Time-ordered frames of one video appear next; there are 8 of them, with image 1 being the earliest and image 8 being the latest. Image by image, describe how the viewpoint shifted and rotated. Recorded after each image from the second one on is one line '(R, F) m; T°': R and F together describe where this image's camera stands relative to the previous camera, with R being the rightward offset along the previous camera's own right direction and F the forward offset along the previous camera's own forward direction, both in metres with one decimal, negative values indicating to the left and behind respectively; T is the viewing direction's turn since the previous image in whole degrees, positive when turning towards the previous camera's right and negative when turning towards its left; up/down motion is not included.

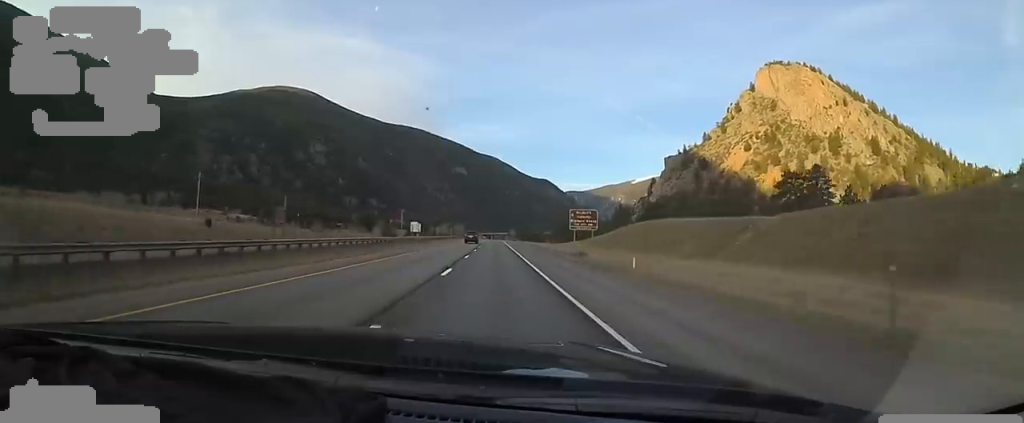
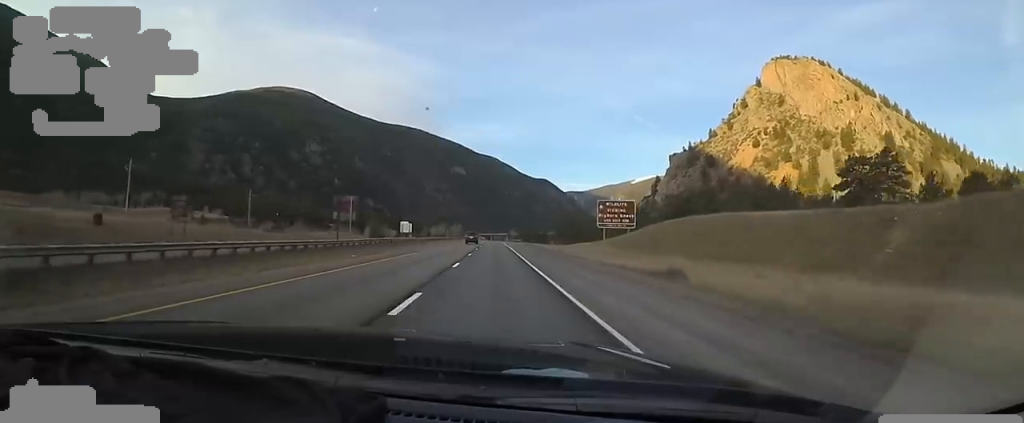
(+0.5, +19.8) m; 0°
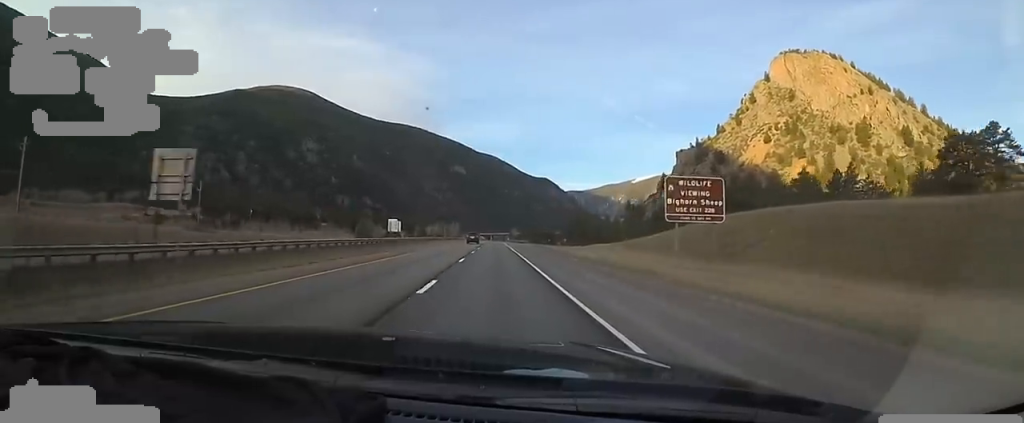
(0.0, +20.8) m; 0°
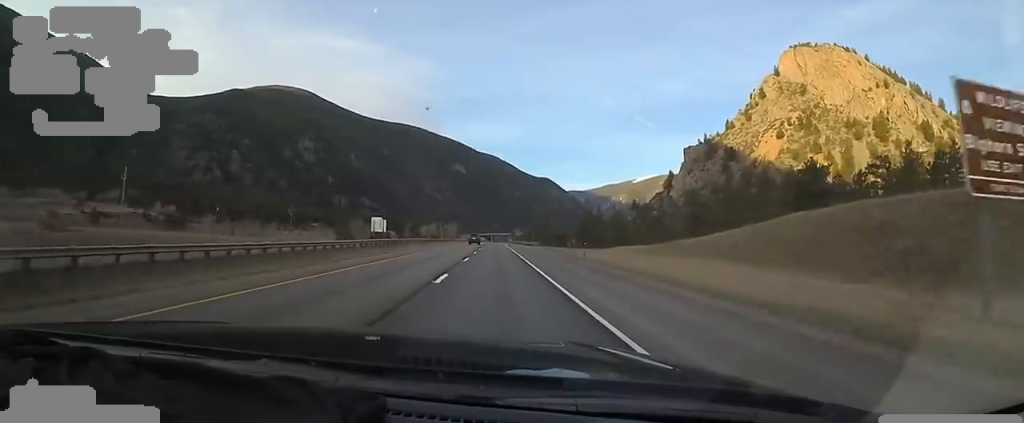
(-0.5, +21.9) m; 0°
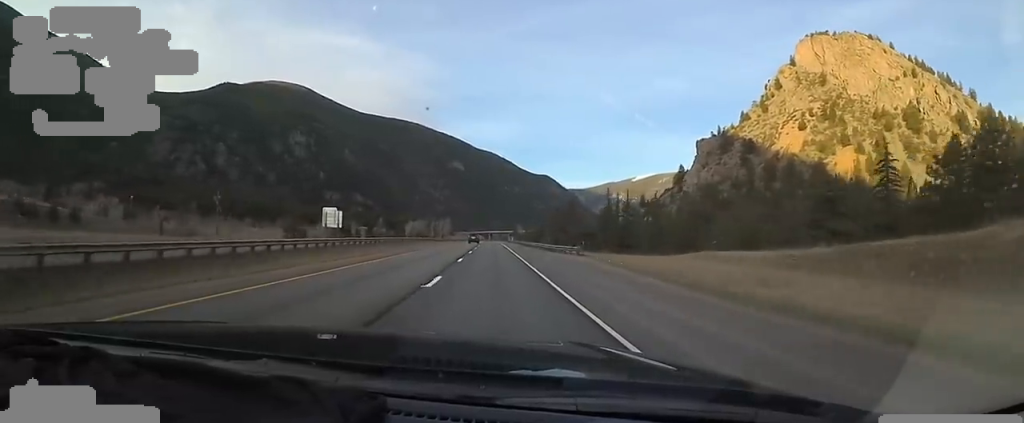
(+0.6, +37.5) m; 0°
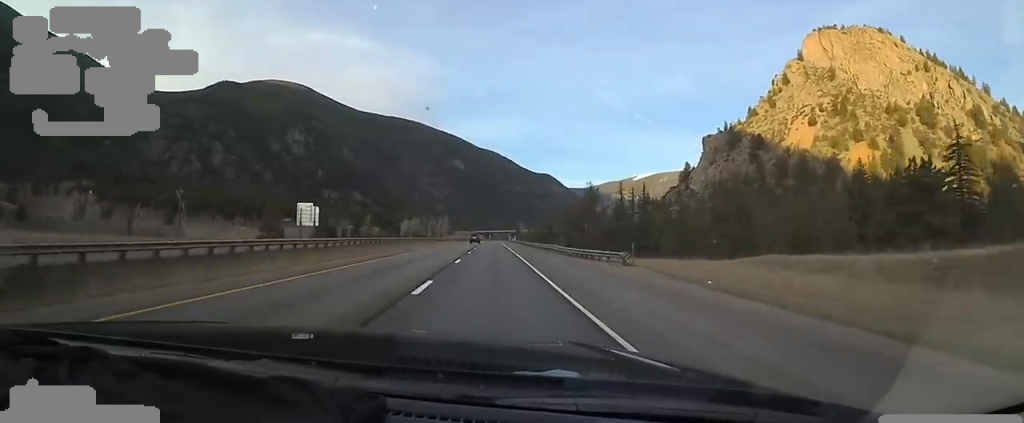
(-0.3, +13.6) m; -1°
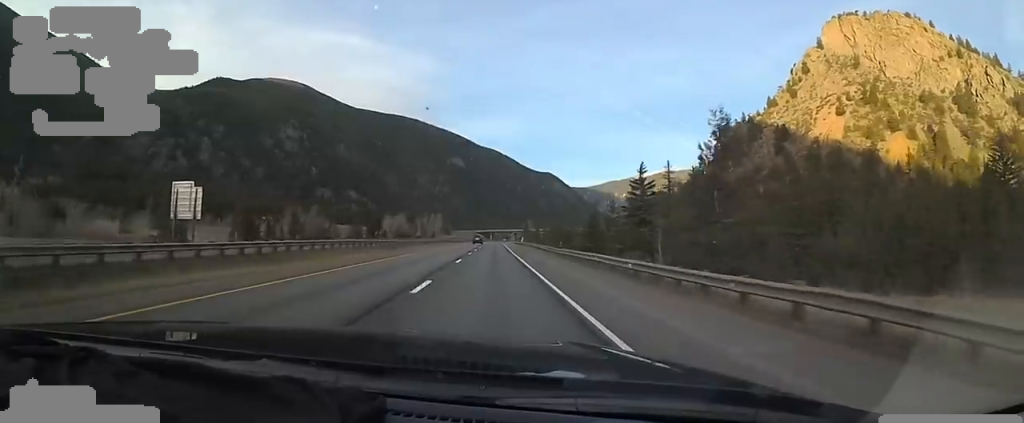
(-0.3, +35.7) m; +1°
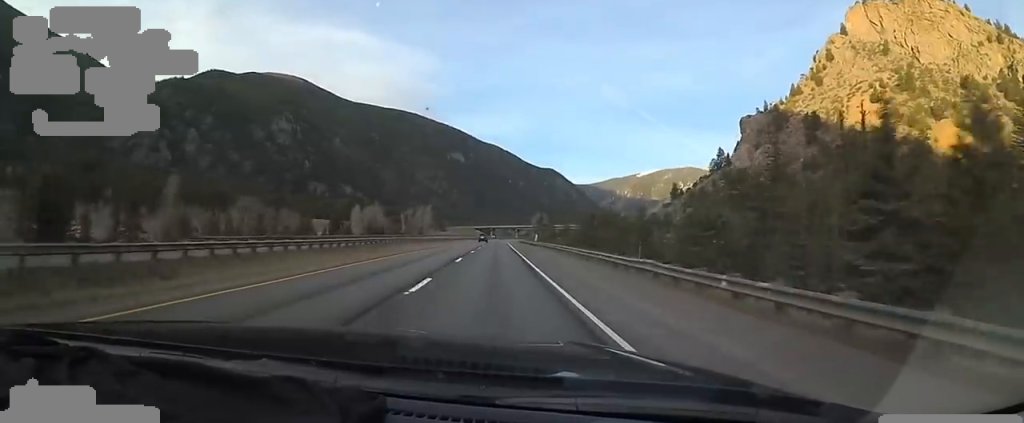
(+0.8, +37.6) m; 0°
